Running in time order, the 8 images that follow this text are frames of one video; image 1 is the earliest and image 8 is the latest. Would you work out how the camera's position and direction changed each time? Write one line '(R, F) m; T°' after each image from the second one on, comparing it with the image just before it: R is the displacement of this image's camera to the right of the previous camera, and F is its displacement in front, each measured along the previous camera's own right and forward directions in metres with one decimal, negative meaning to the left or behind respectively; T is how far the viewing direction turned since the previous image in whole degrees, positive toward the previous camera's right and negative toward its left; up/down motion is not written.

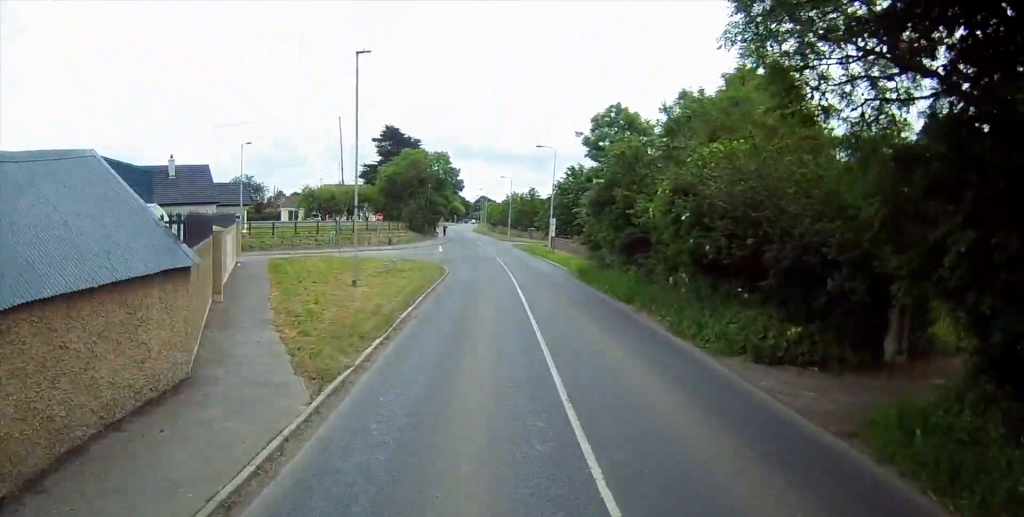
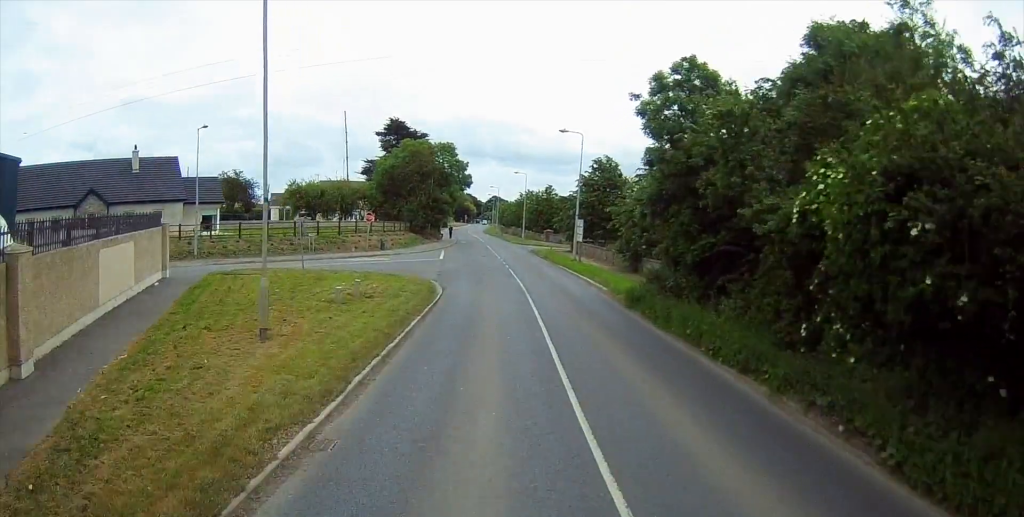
(0.0, +9.8) m; +1°
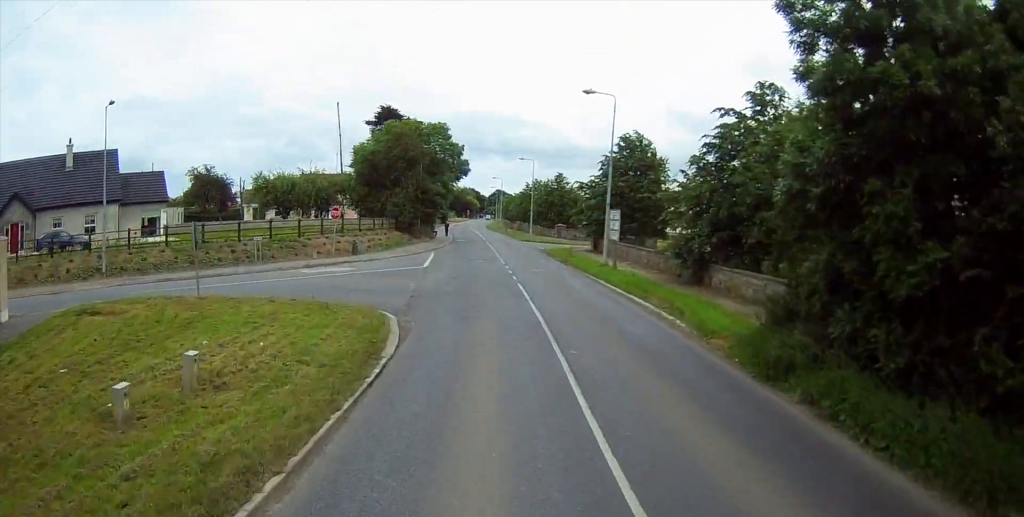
(+0.1, +11.3) m; 0°
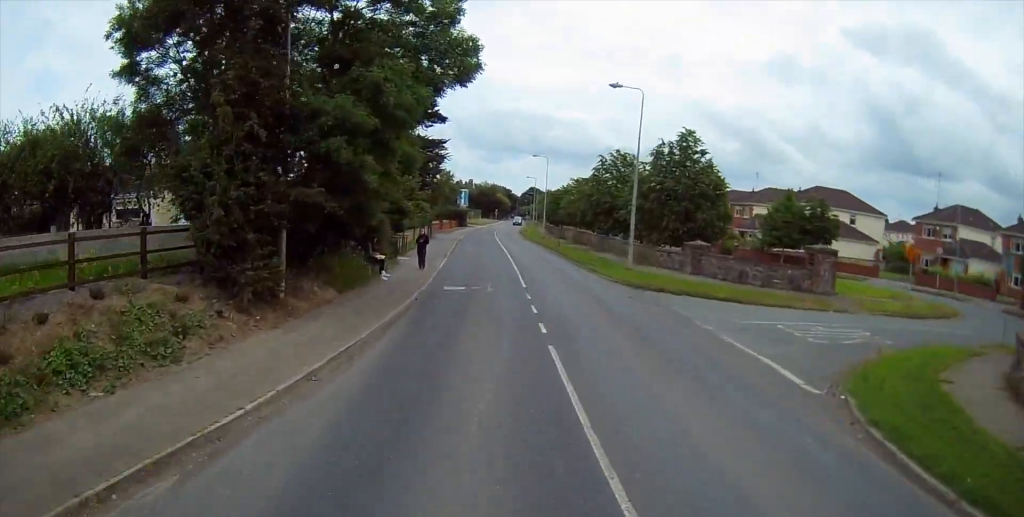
(-1.3, +41.2) m; -1°
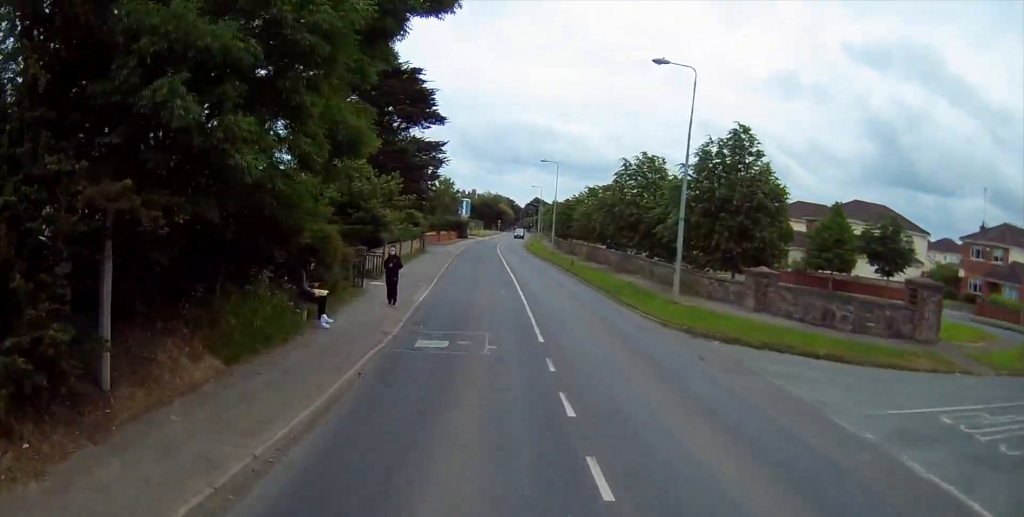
(0.0, +7.6) m; -1°
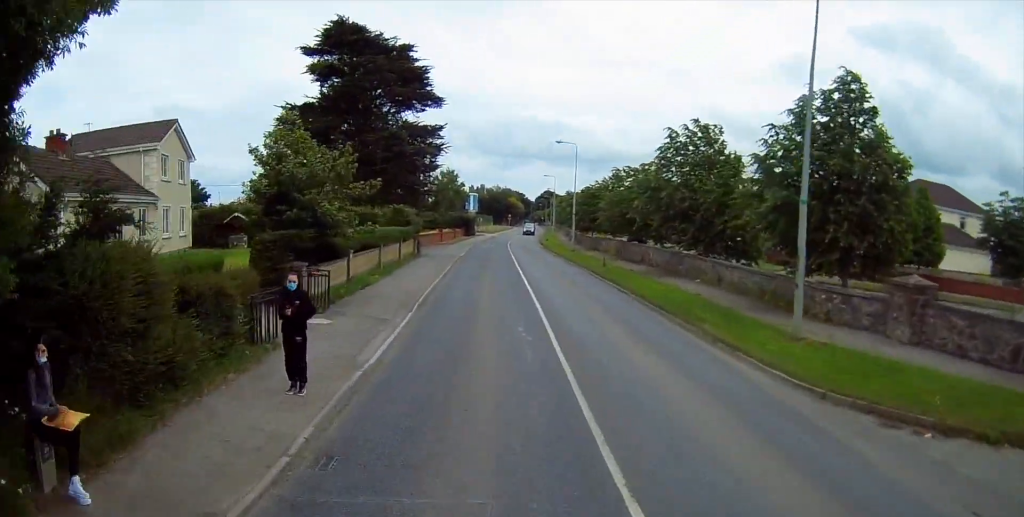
(+0.1, +9.1) m; -1°
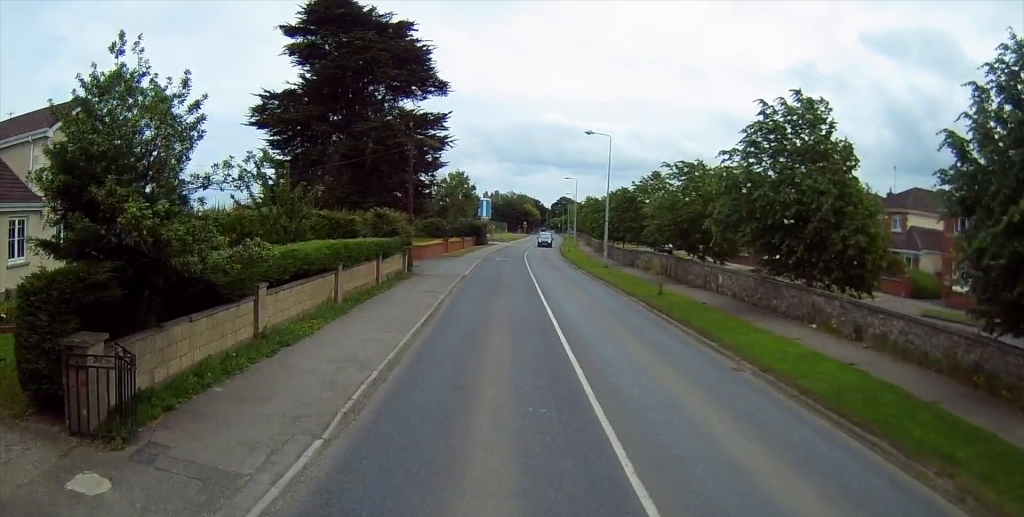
(-0.3, +9.6) m; -1°
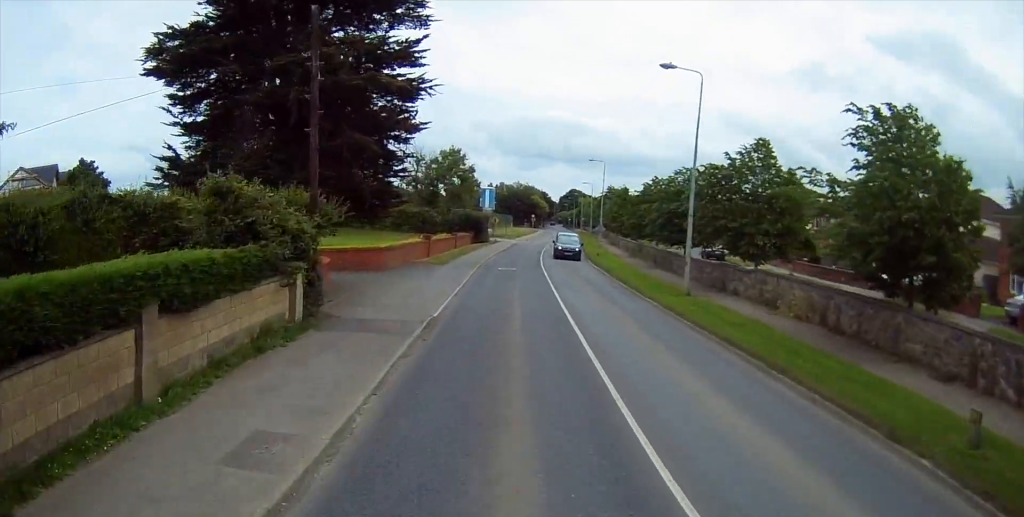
(-0.2, +17.6) m; -1°
